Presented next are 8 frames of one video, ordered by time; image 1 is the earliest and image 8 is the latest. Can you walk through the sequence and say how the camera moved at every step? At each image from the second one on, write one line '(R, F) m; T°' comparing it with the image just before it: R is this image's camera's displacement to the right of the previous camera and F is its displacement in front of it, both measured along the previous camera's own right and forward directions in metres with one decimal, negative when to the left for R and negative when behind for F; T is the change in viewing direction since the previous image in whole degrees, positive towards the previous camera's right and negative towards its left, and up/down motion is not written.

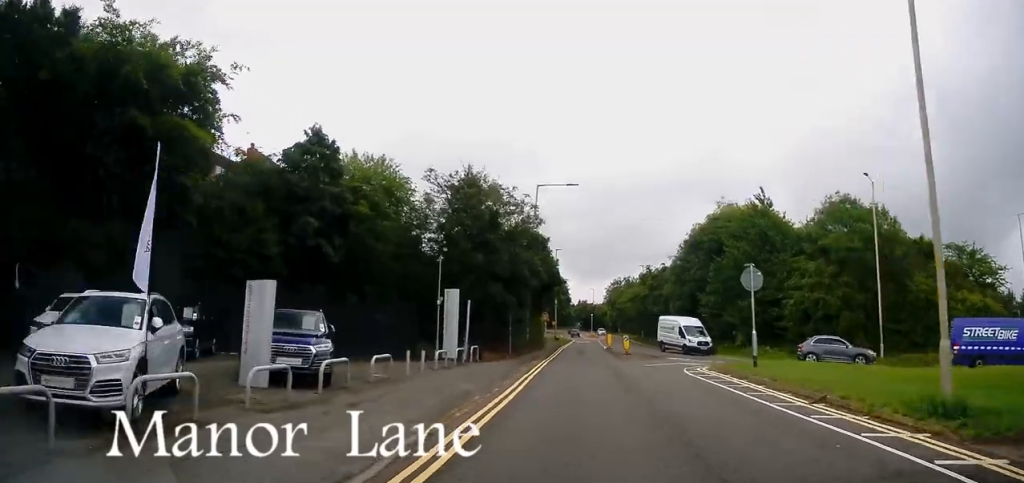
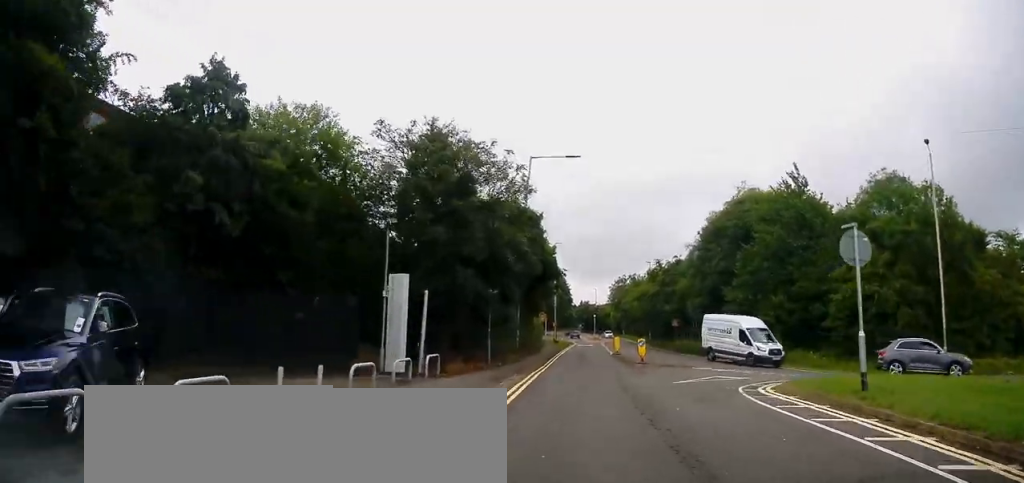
(-0.3, +7.9) m; -1°
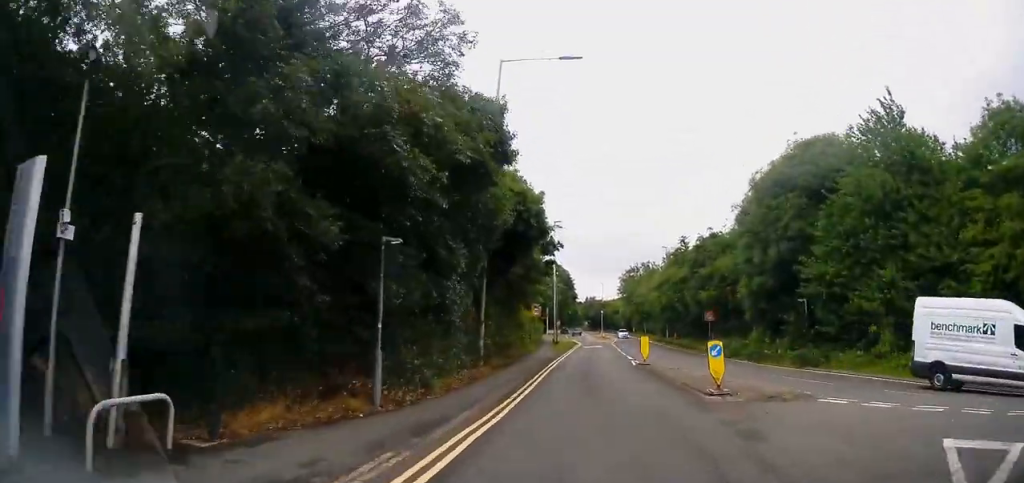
(+0.2, +13.7) m; +2°
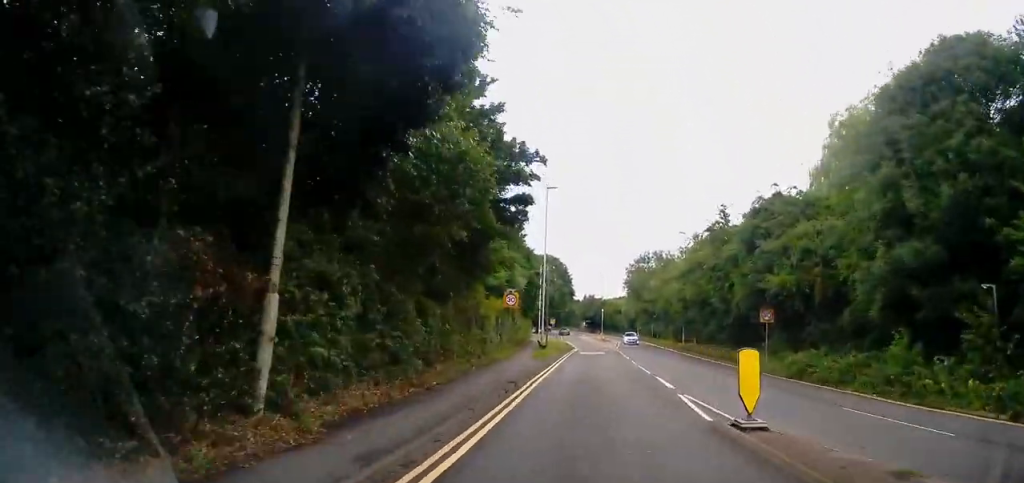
(+0.3, +14.2) m; -1°
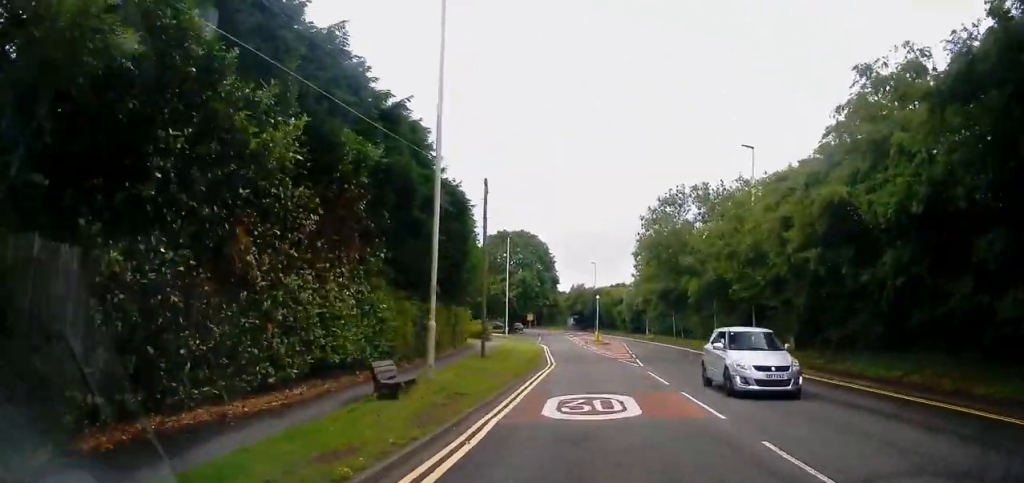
(-0.6, +30.2) m; +1°
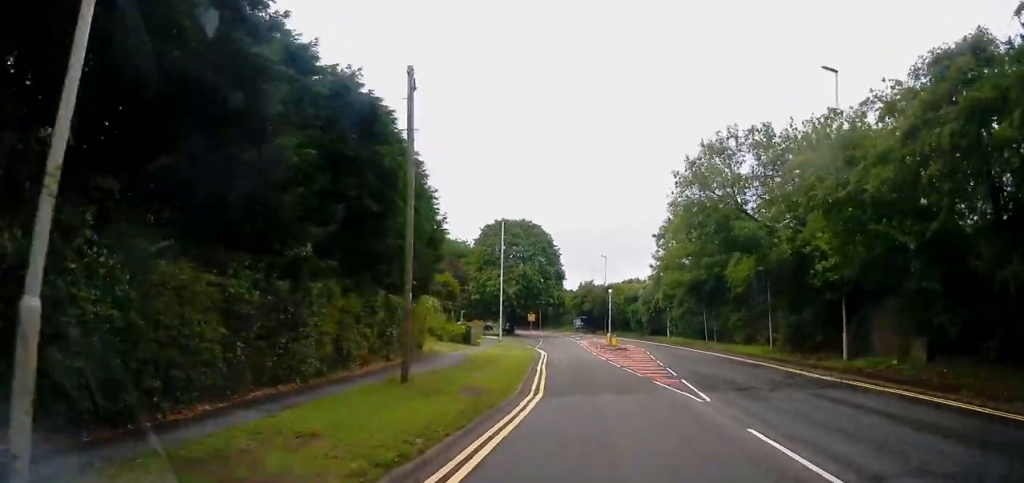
(+0.2, +11.7) m; -1°
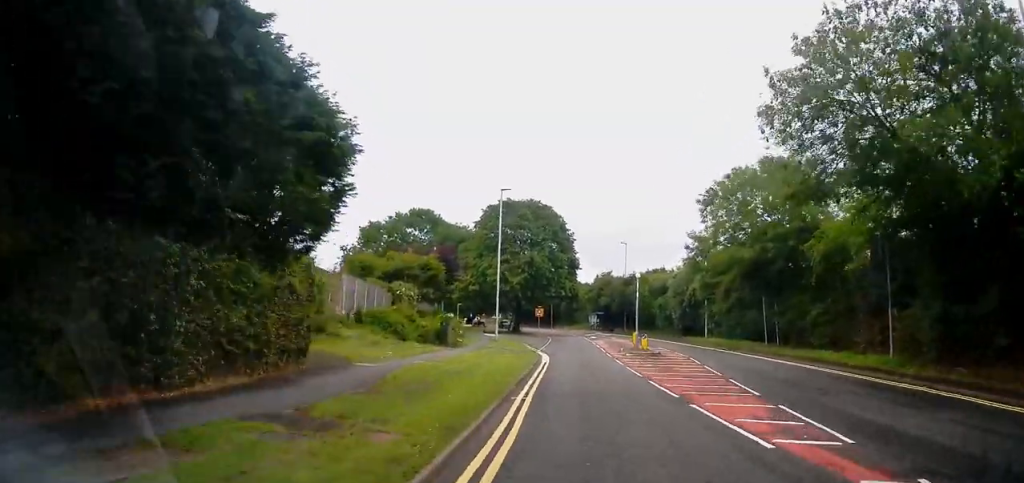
(-0.3, +12.5) m; -2°
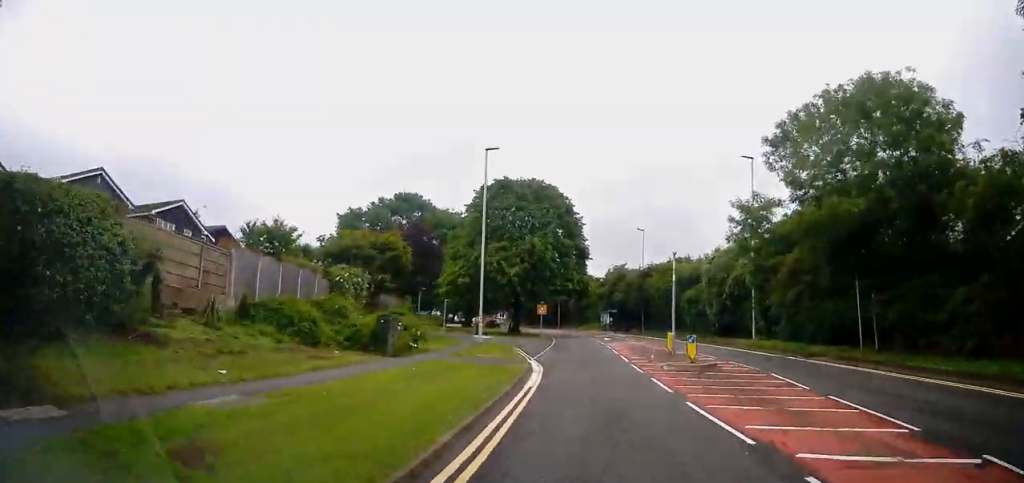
(-0.2, +11.5) m; -1°
